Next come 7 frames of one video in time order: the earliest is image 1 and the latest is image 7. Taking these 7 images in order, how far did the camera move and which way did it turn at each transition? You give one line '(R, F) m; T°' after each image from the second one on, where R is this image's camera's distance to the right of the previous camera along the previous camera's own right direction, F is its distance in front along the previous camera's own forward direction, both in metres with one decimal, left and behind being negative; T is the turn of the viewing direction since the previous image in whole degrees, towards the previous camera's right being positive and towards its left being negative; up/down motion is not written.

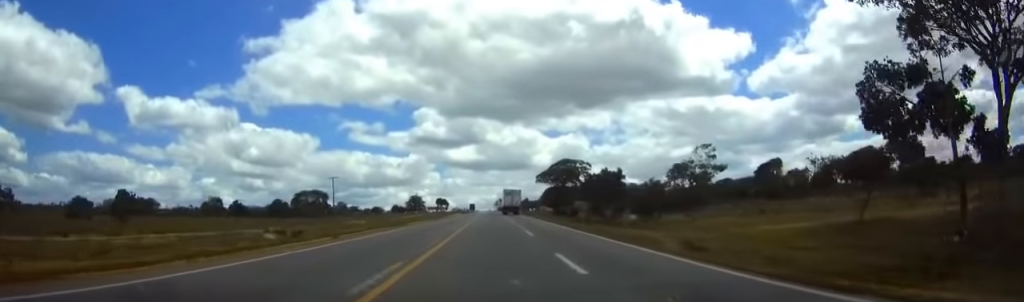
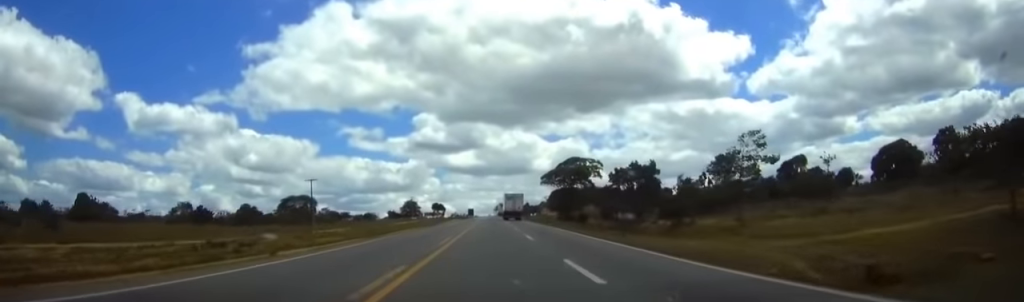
(0.0, +17.2) m; 0°
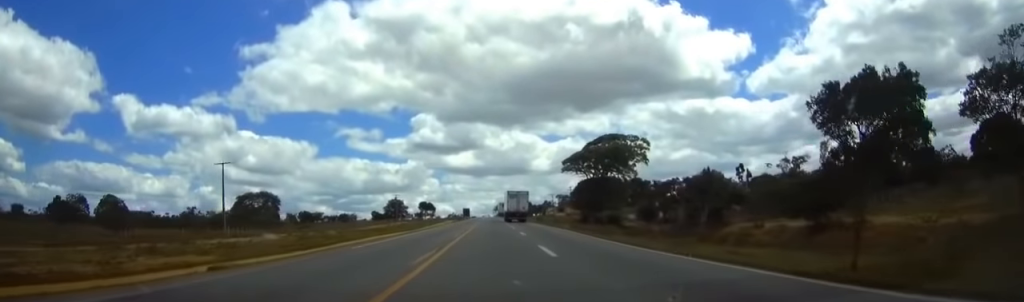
(+0.1, +43.3) m; 0°
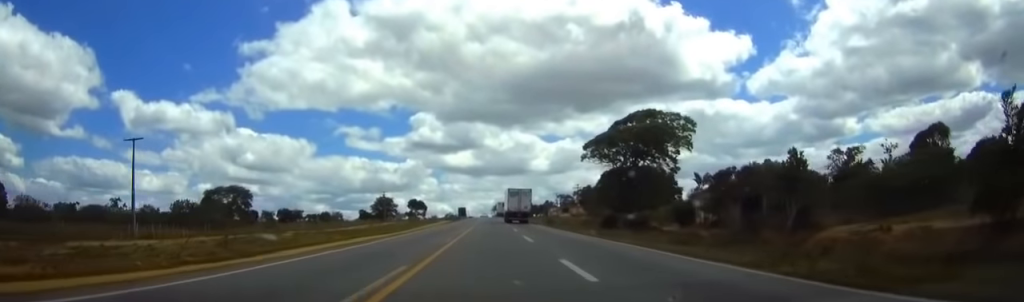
(0.0, +23.3) m; 0°
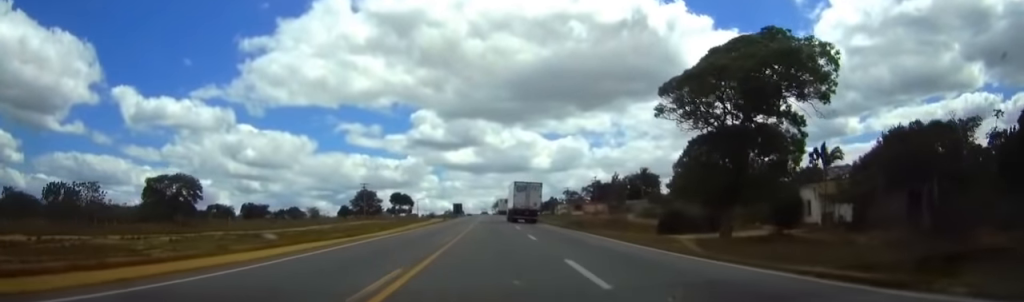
(0.0, +34.1) m; 0°
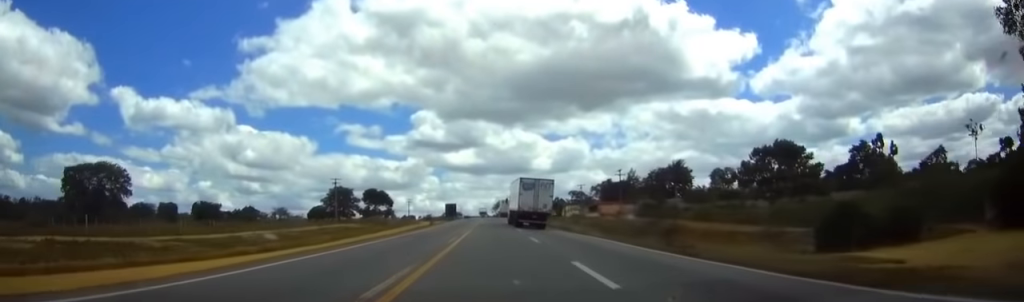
(0.0, +33.1) m; 0°
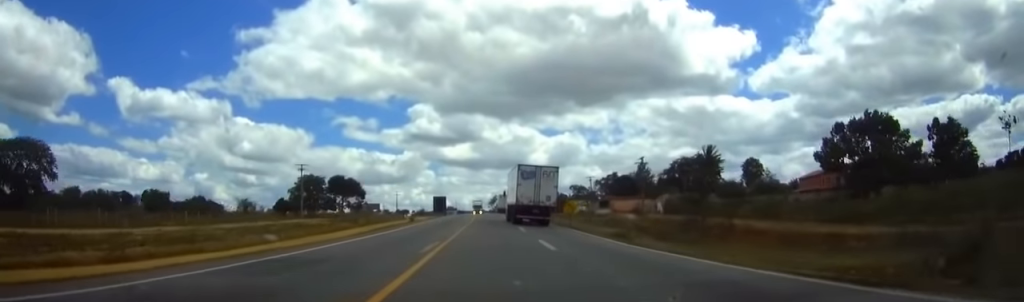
(+0.1, +24.0) m; 0°
